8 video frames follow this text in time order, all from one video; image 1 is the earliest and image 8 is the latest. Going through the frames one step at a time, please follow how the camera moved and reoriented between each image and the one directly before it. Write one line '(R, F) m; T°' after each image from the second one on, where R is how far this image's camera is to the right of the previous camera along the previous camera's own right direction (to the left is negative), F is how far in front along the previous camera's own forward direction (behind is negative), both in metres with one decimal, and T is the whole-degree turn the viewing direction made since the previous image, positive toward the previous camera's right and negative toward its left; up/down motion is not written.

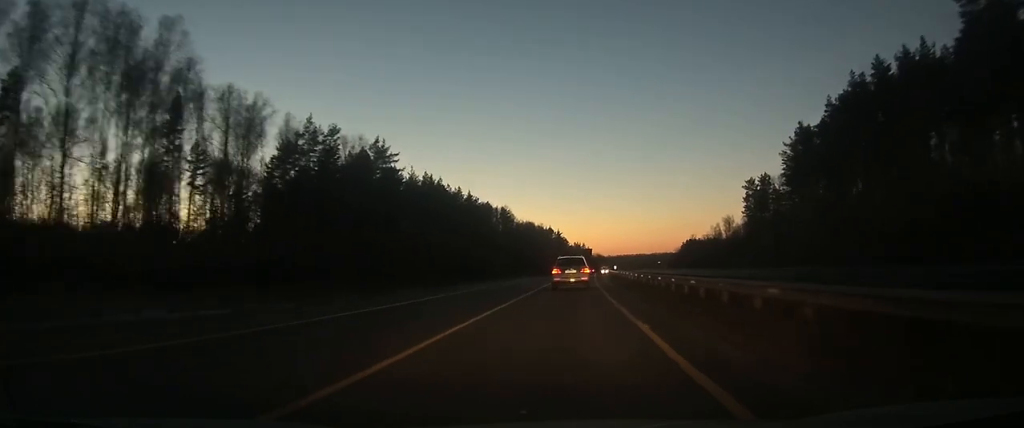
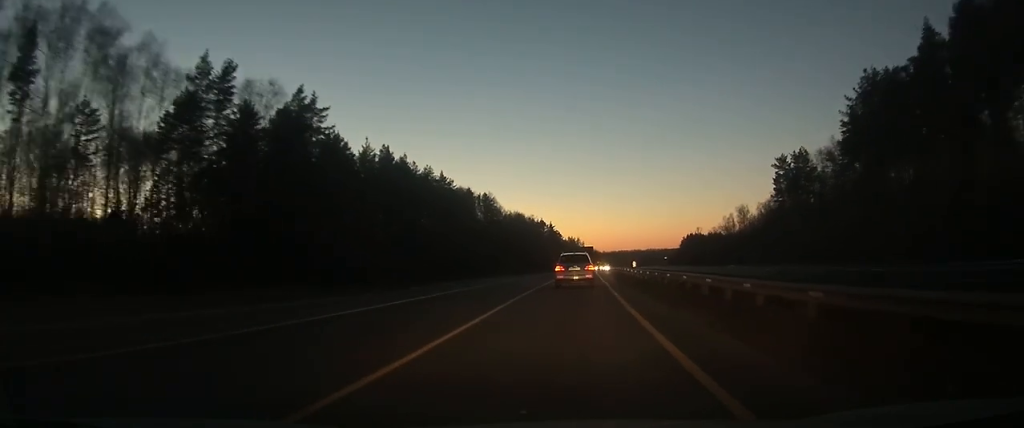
(+0.2, +29.2) m; +1°
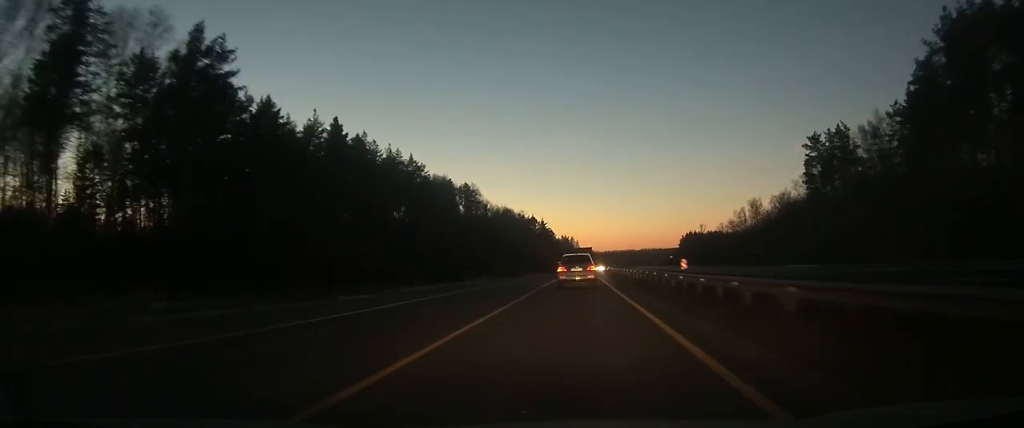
(+0.3, +22.4) m; +1°
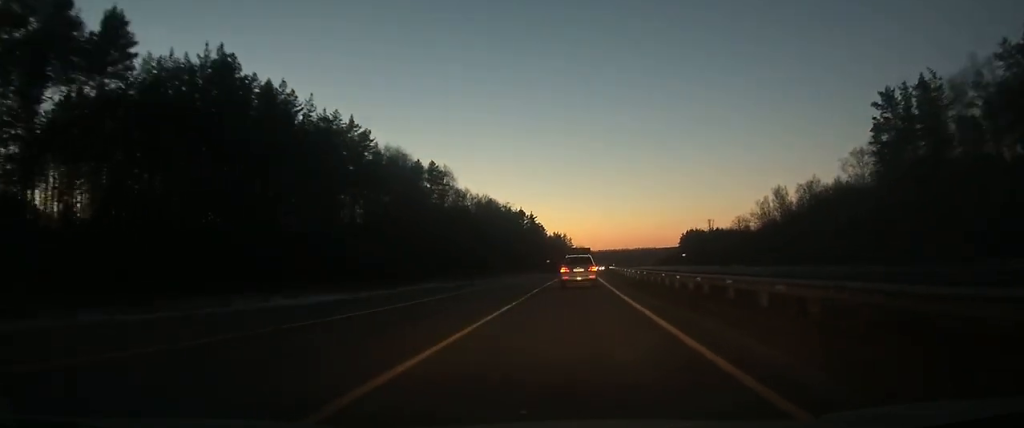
(+0.2, +30.8) m; +1°
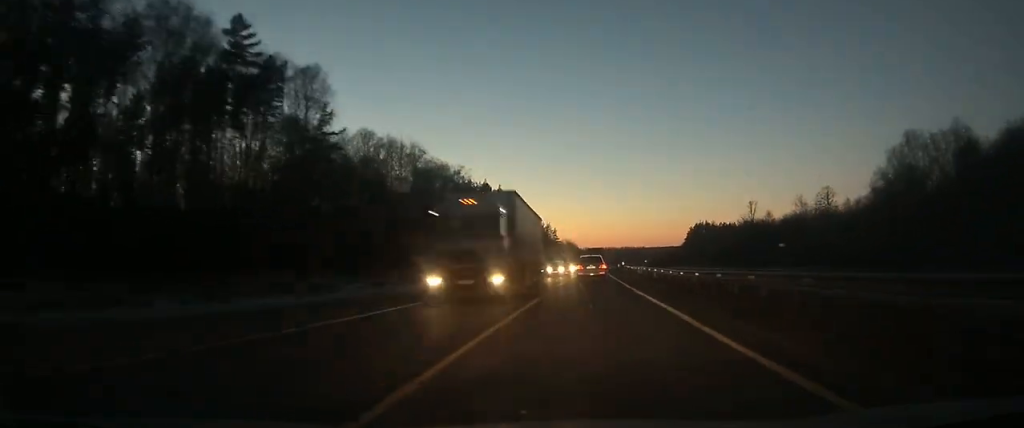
(+1.0, +75.8) m; +2°
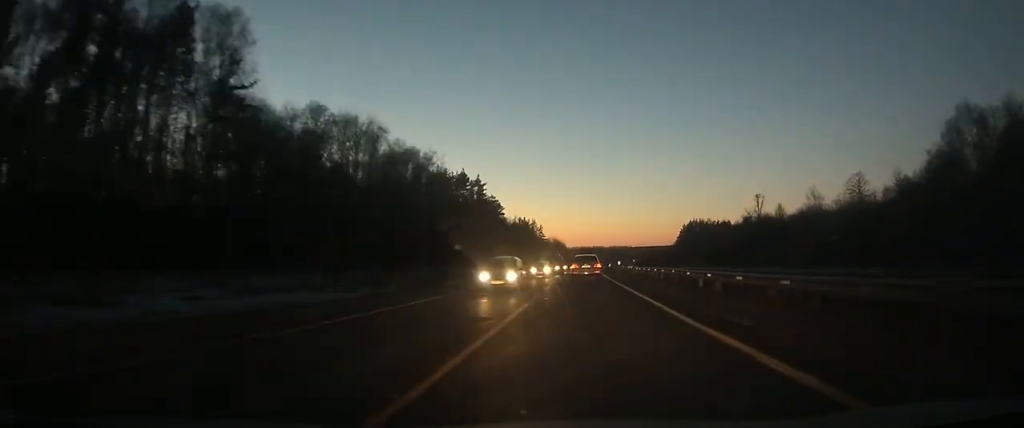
(0.0, +18.5) m; +1°
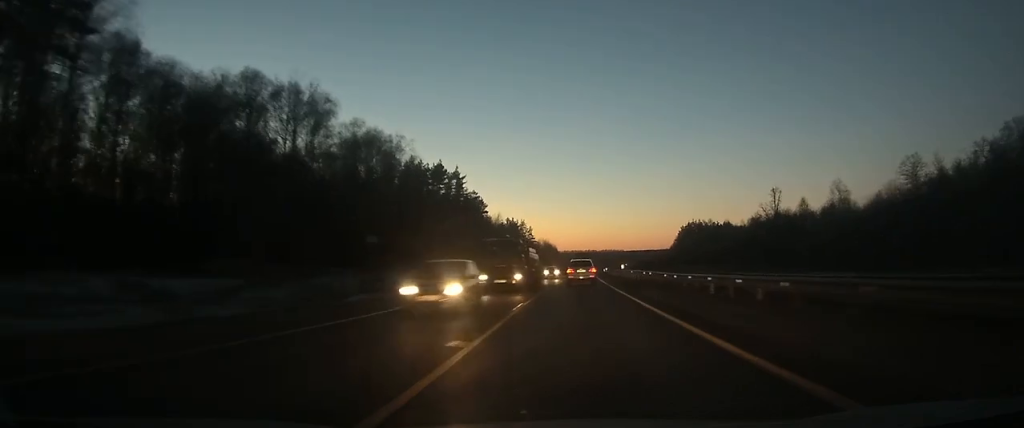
(+0.3, +20.0) m; +1°
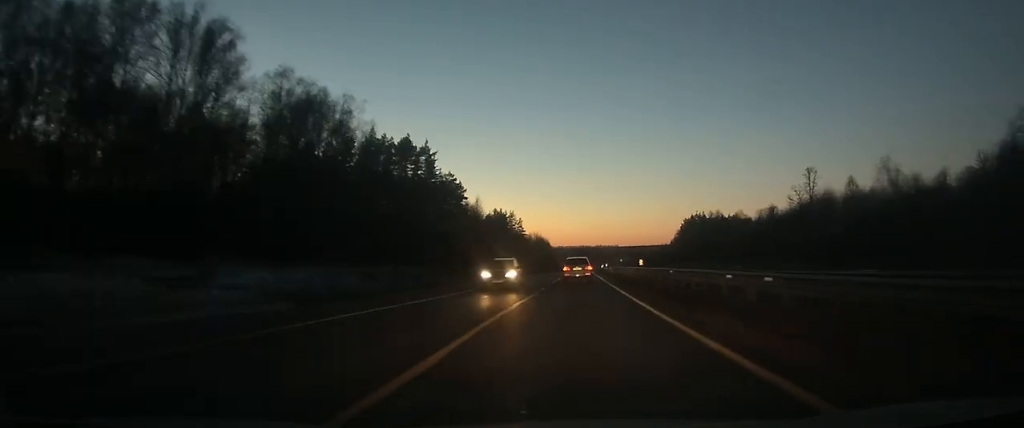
(+0.2, +25.1) m; +1°
